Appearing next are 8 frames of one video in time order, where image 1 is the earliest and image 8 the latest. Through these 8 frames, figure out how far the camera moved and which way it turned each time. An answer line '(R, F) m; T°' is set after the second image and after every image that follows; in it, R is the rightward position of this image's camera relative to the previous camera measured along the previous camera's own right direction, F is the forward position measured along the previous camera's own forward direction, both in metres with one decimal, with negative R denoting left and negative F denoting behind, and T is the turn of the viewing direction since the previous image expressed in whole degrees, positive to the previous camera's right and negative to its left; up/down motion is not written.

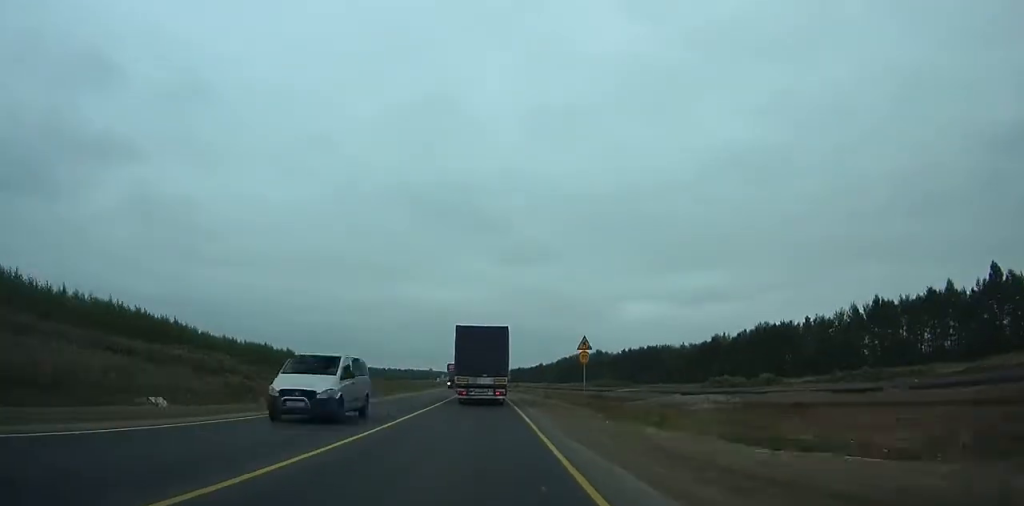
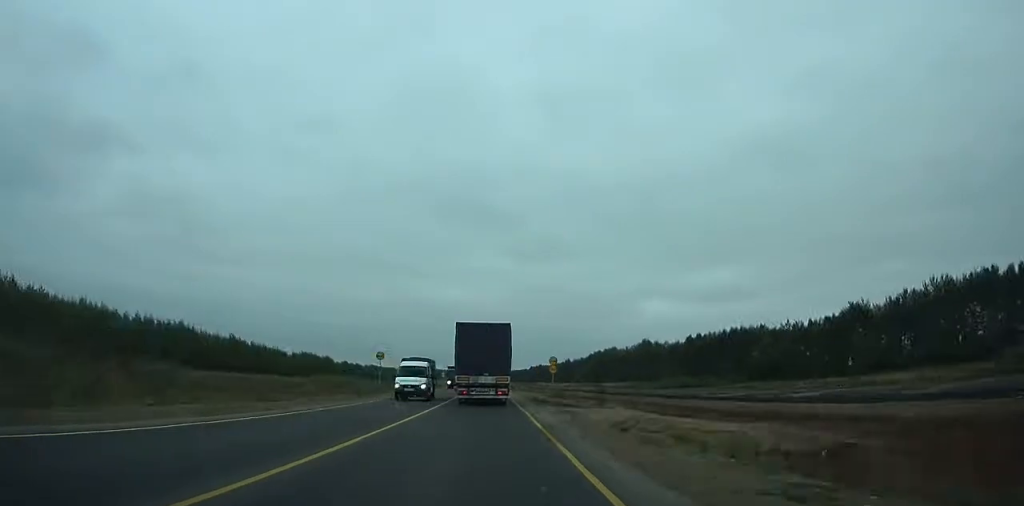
(-0.3, +75.8) m; -1°
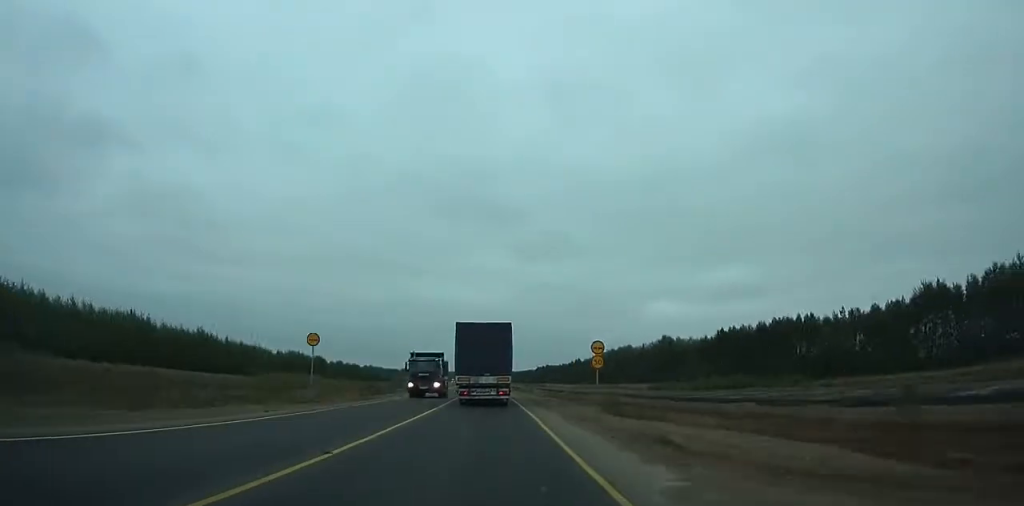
(-0.2, +25.3) m; -1°
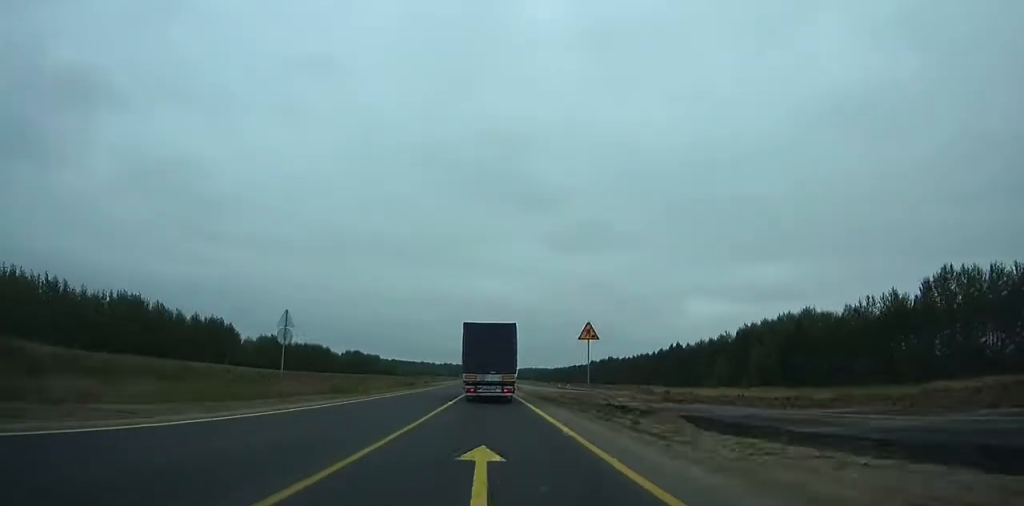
(-4.4, +151.5) m; -3°
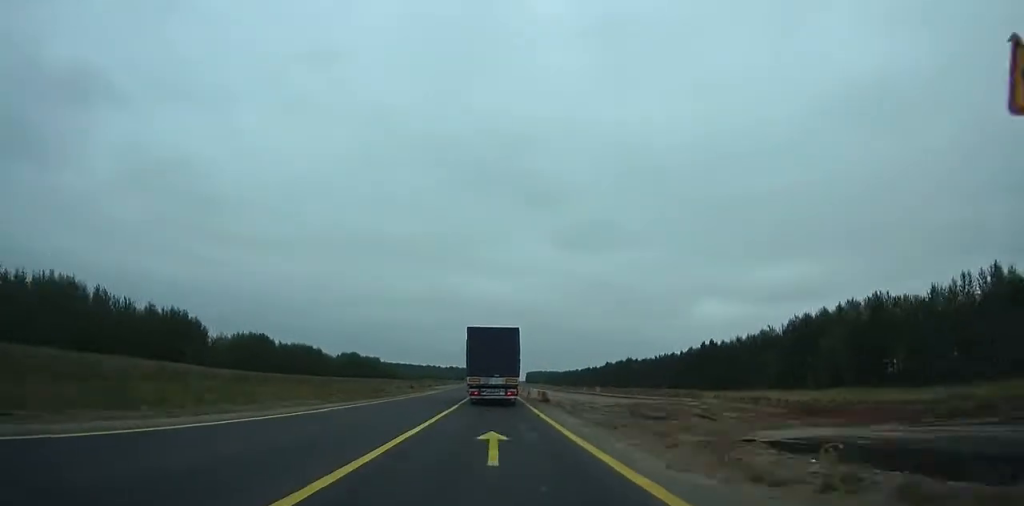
(-0.1, +26.2) m; -1°
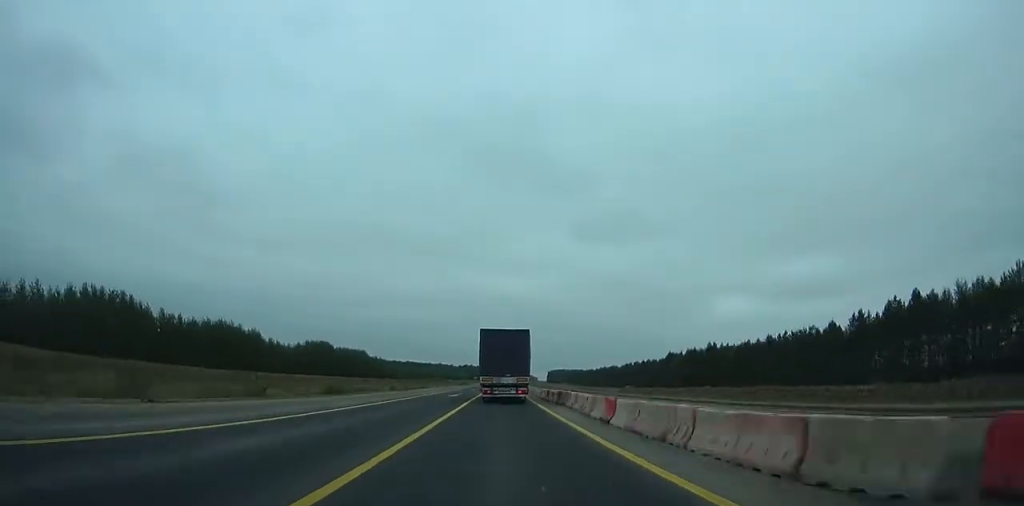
(-1.5, +92.5) m; -2°
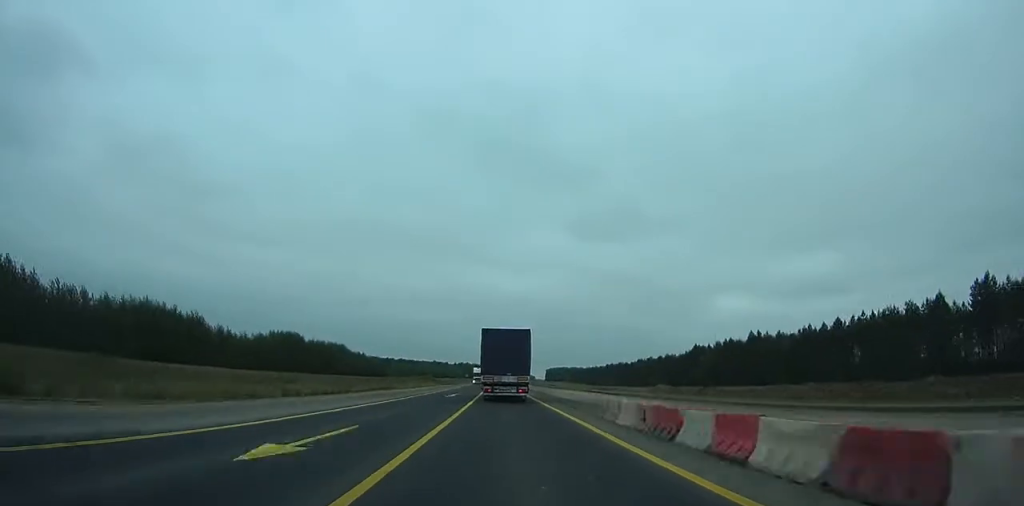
(-0.2, +36.3) m; 0°
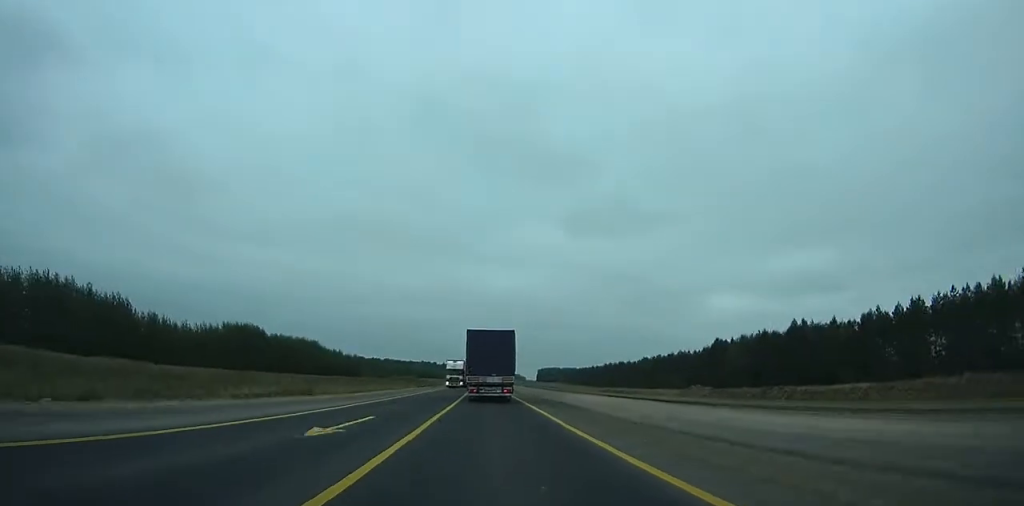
(-0.1, +30.2) m; 0°
